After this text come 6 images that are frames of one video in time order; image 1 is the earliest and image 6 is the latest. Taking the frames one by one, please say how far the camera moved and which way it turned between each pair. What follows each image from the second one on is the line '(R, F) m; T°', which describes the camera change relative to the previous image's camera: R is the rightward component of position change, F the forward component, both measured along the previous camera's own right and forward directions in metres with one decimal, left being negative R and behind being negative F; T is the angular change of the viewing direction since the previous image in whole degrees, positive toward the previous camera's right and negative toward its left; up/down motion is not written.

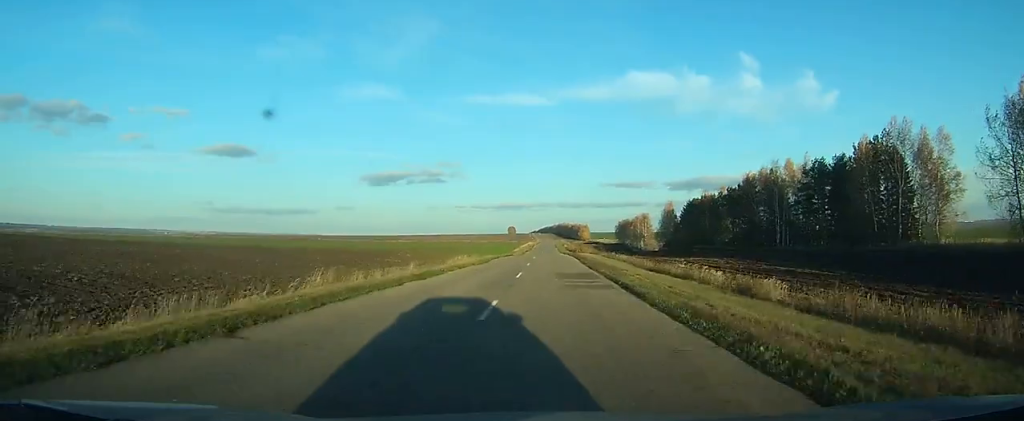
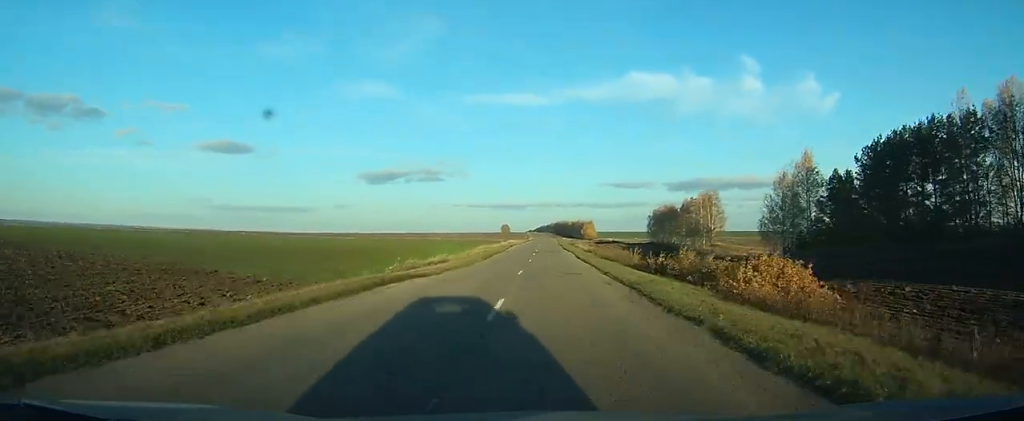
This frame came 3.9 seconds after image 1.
(+0.2, +92.8) m; 0°
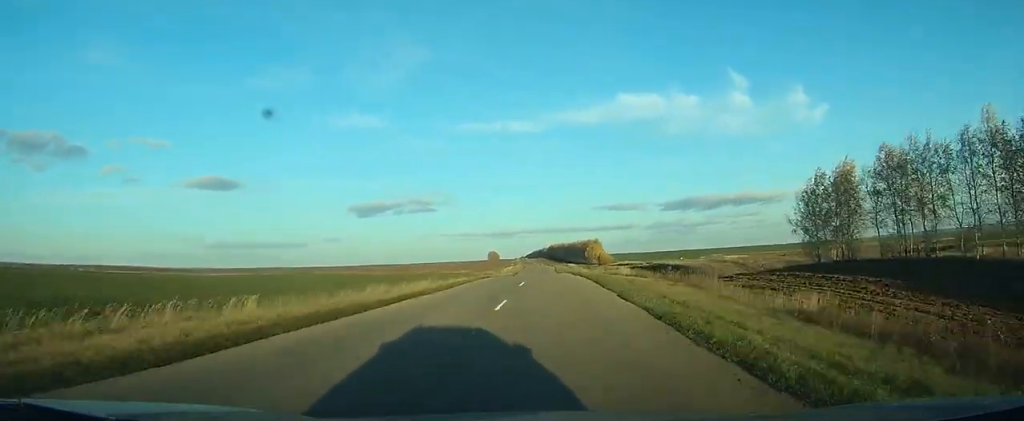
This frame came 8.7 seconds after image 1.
(+0.3, +117.5) m; +1°
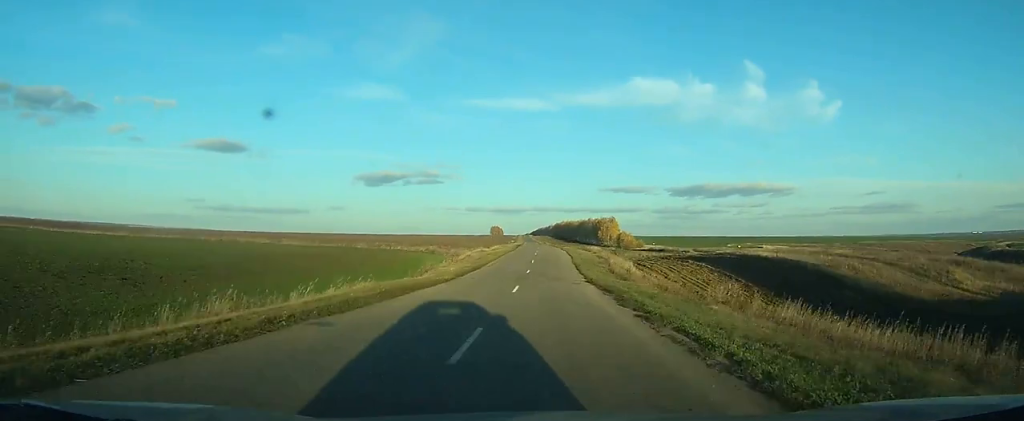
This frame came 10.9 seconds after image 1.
(0.0, +52.8) m; 0°
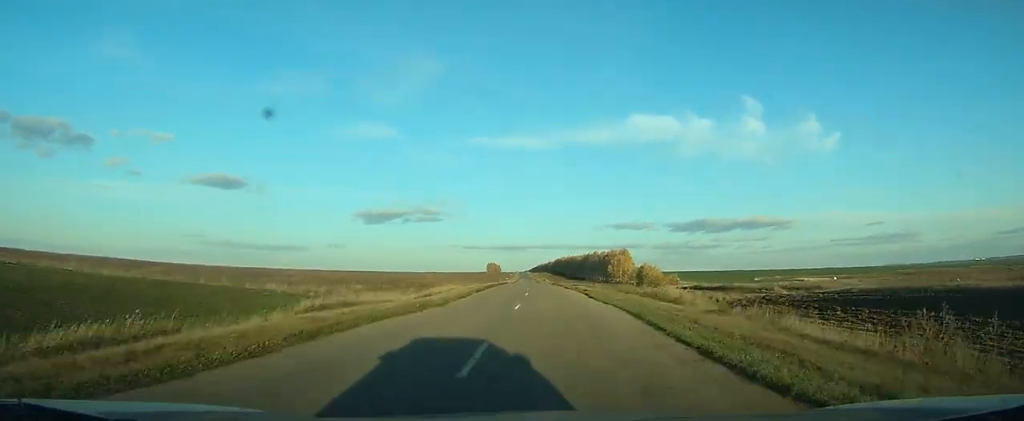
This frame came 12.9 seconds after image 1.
(+0.1, +45.6) m; 0°
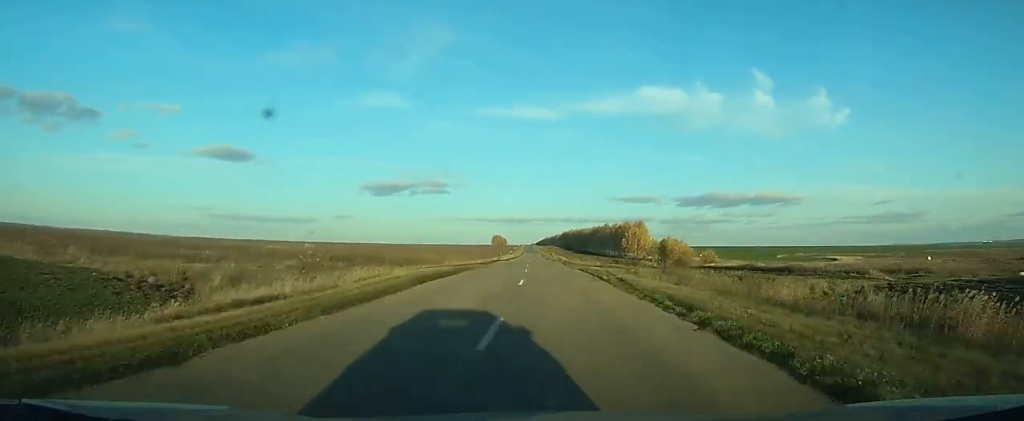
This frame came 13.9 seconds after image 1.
(0.0, +23.9) m; 0°
